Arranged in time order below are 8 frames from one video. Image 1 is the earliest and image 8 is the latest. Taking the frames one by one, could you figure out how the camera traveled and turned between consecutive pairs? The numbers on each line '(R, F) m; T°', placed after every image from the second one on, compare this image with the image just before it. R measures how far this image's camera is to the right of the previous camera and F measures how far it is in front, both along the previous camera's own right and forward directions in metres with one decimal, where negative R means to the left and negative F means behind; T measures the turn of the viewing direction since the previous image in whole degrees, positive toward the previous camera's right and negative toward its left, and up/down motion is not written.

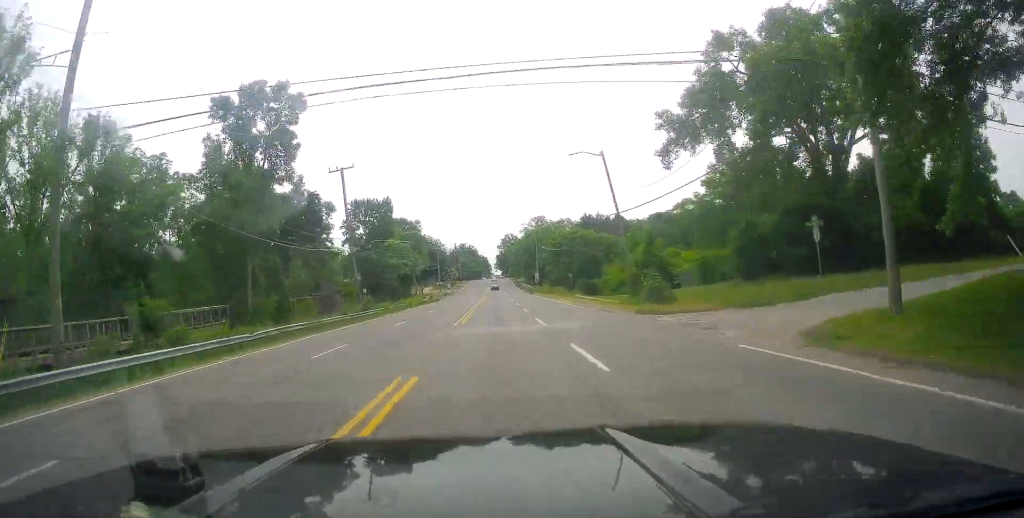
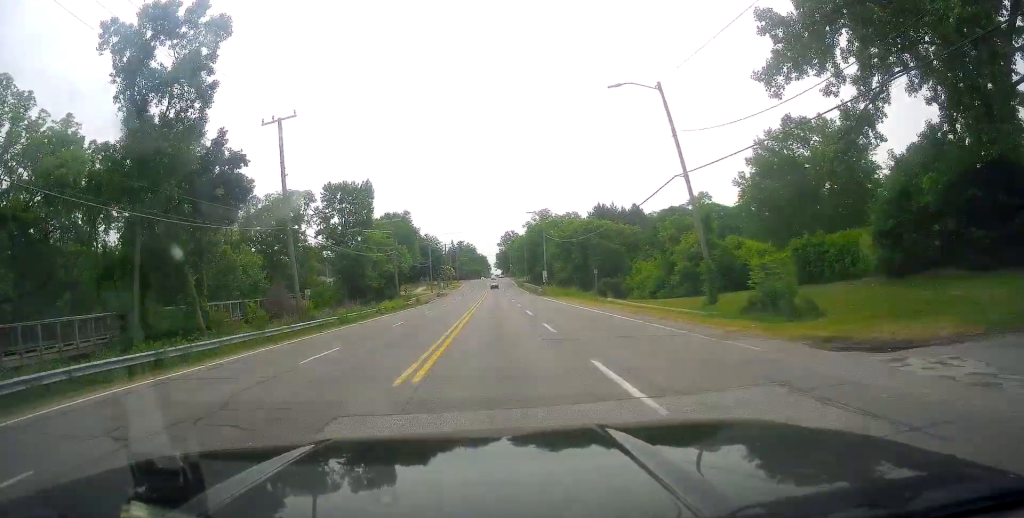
(-0.2, +16.1) m; -1°
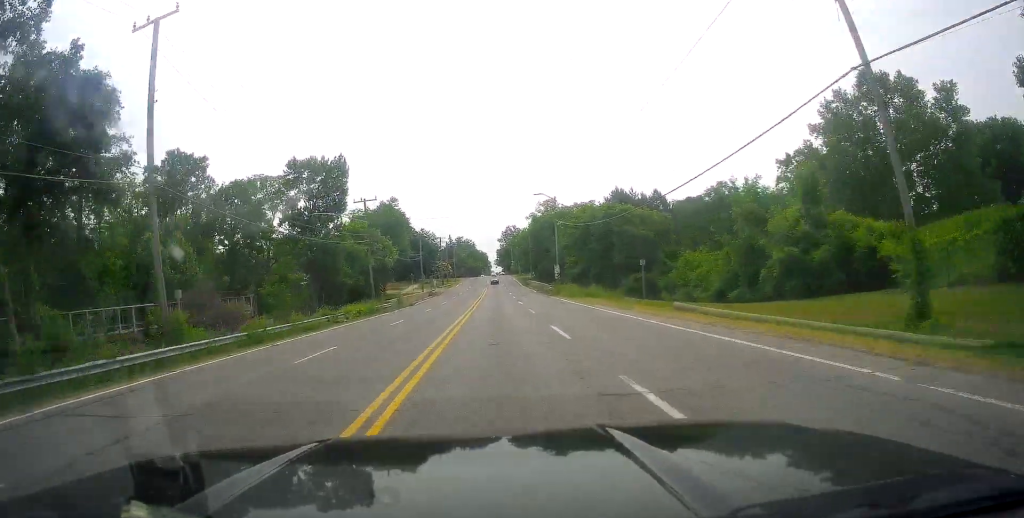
(-0.2, +15.6) m; 0°
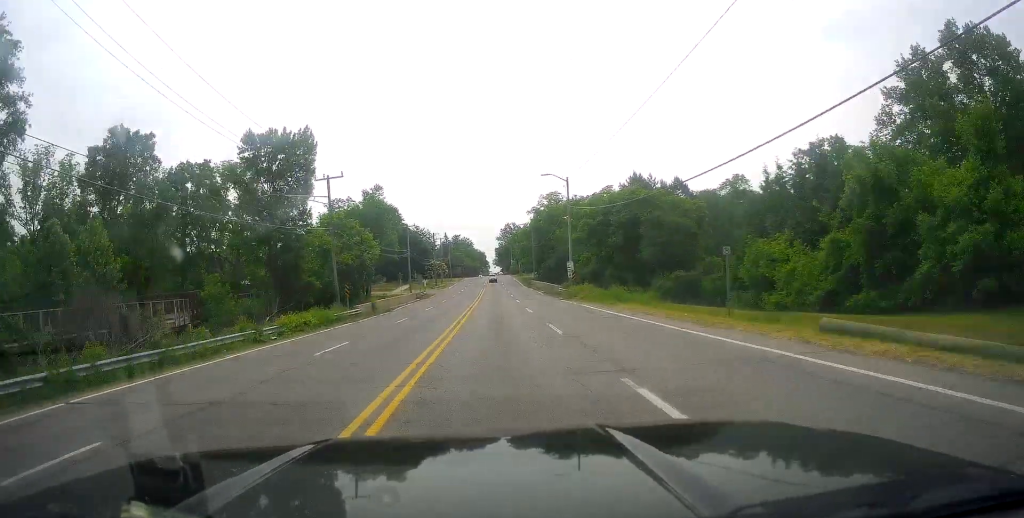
(-0.2, +12.9) m; +2°
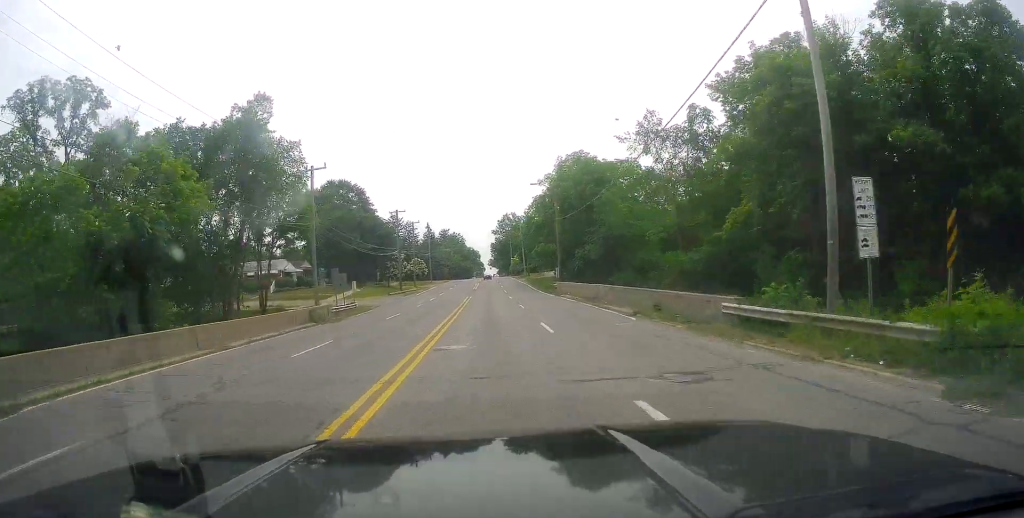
(+0.3, +45.8) m; -1°
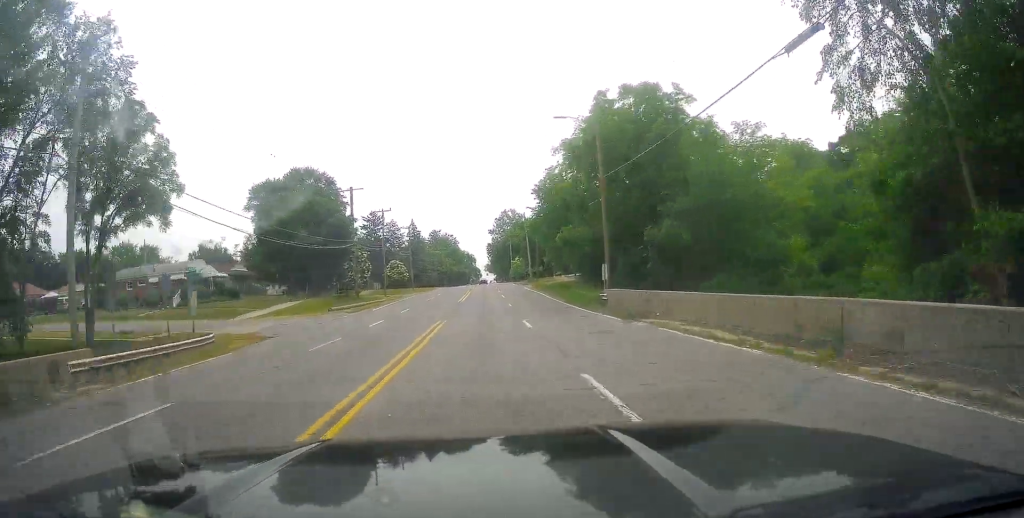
(+0.6, +27.0) m; +1°
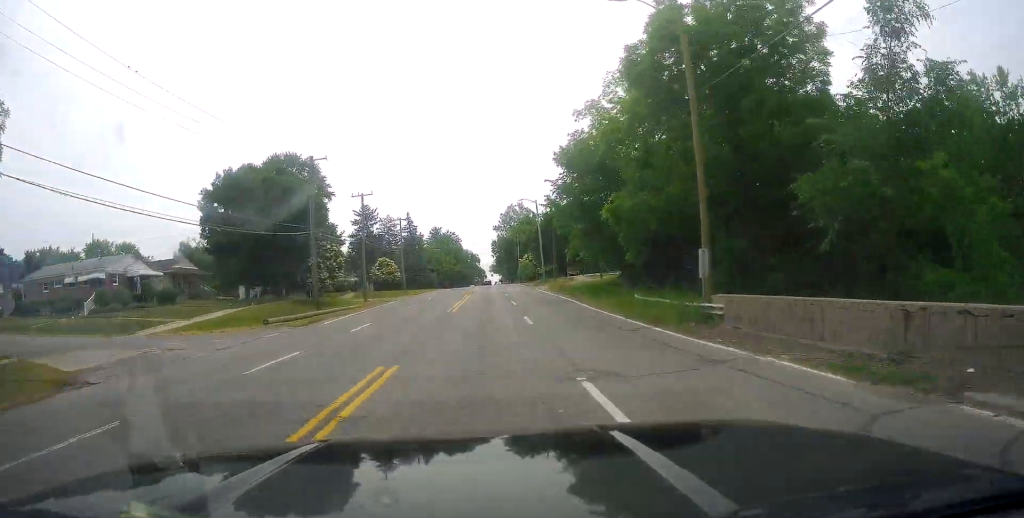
(0.0, +15.8) m; -1°
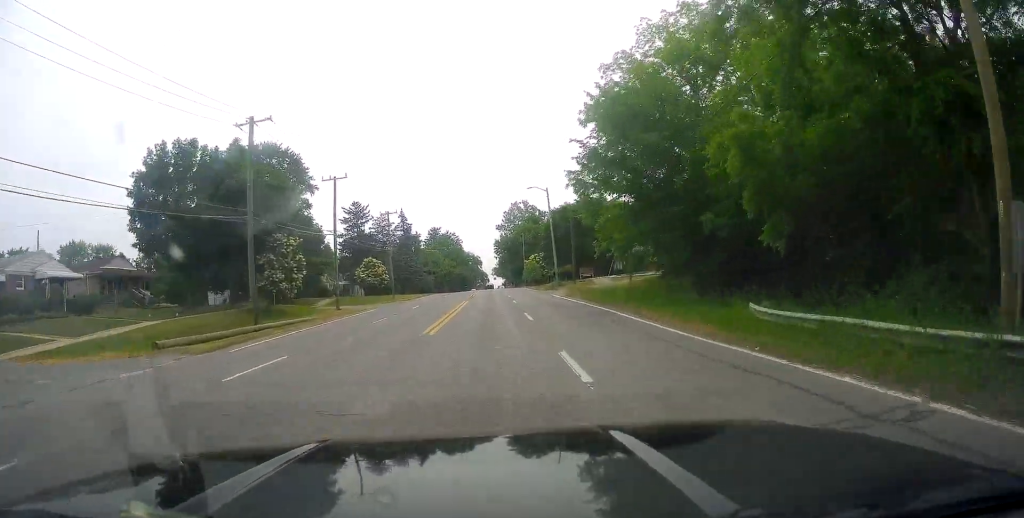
(-0.3, +12.9) m; 0°
